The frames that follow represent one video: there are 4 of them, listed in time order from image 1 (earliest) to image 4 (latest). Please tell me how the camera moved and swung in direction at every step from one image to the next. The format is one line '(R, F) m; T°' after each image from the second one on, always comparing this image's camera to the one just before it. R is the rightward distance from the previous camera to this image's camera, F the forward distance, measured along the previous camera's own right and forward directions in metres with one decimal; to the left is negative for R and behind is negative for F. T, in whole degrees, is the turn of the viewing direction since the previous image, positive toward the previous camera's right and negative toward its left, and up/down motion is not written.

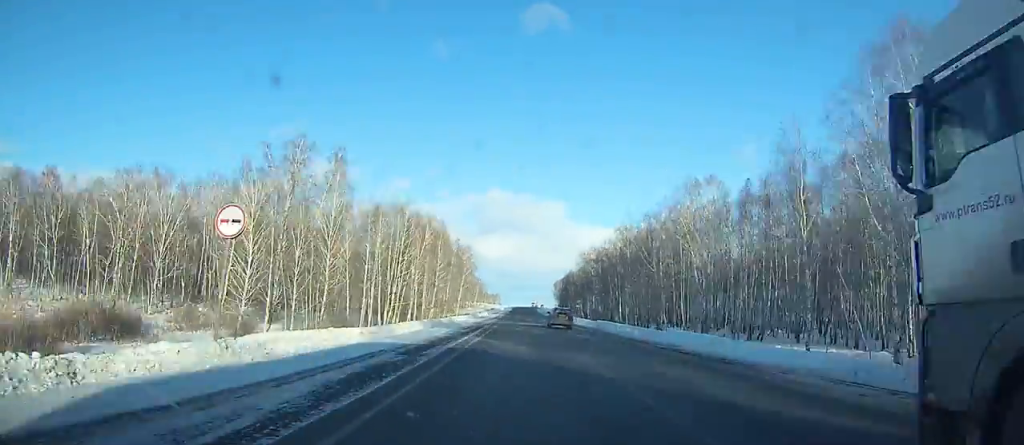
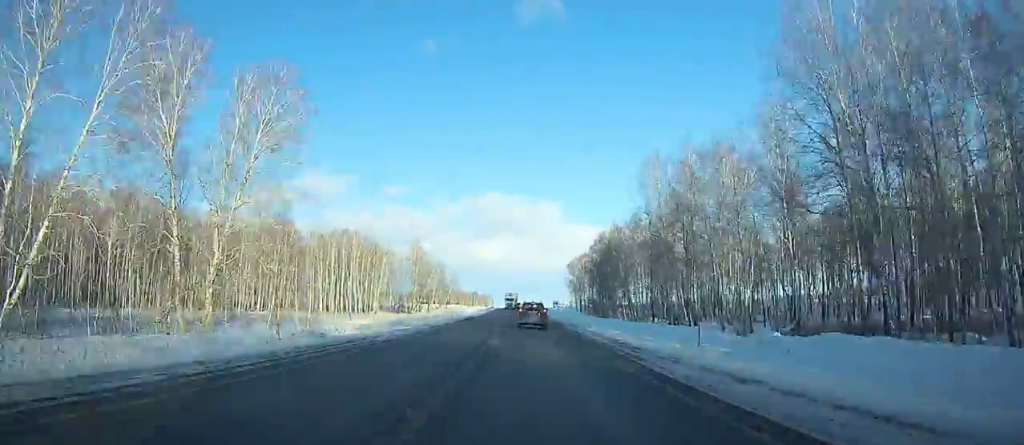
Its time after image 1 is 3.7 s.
(+1.6, +120.4) m; +1°
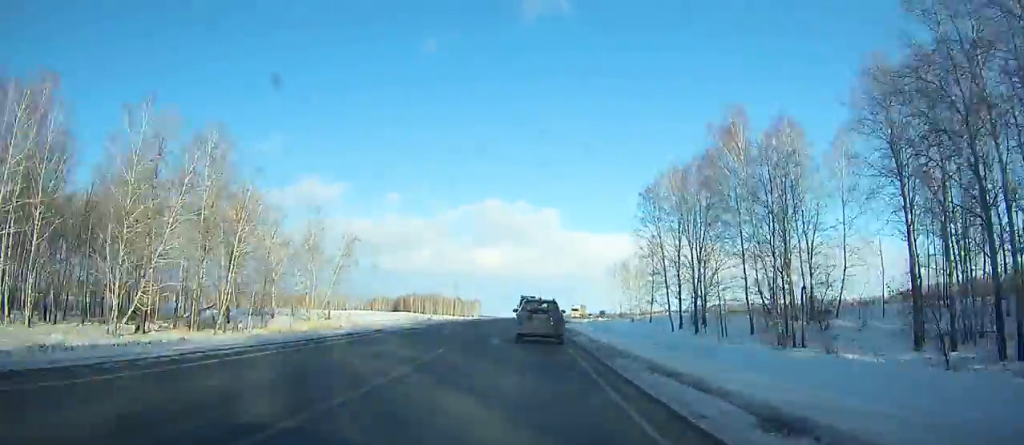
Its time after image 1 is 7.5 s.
(-0.2, +113.8) m; +1°
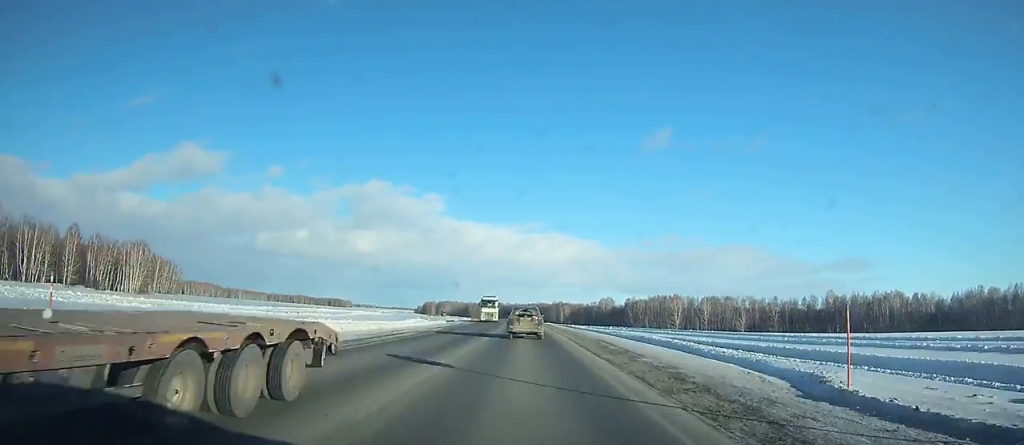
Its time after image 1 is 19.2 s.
(+38.2, +299.2) m; +10°
